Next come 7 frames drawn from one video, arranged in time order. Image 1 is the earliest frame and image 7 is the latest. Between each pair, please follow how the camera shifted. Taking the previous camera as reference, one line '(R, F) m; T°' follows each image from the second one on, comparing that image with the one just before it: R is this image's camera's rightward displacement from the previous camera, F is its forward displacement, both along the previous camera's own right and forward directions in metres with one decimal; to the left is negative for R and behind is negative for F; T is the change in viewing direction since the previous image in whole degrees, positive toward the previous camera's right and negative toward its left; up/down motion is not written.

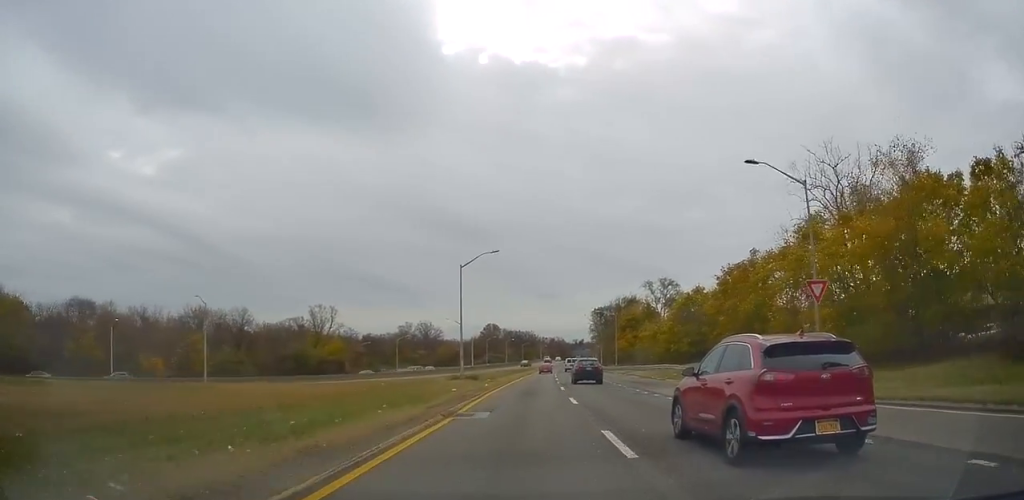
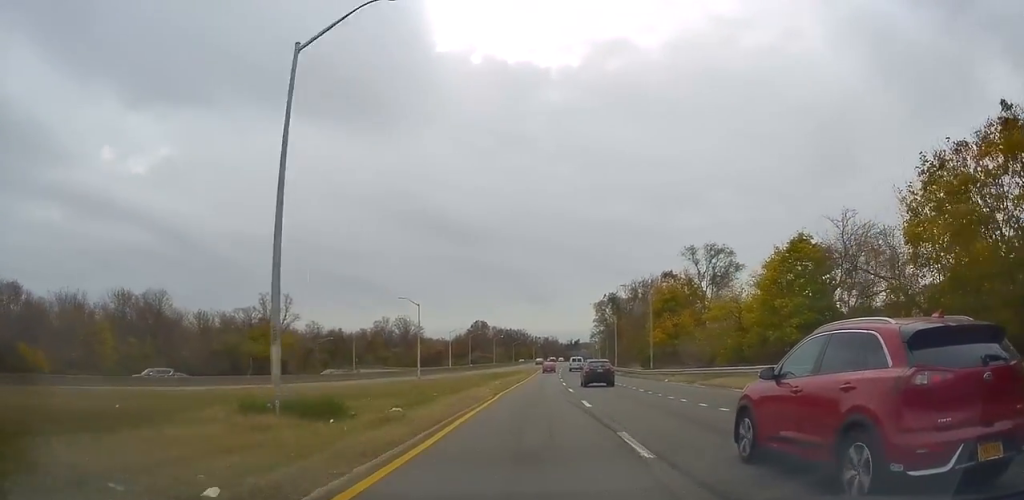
(+0.4, +30.1) m; +2°
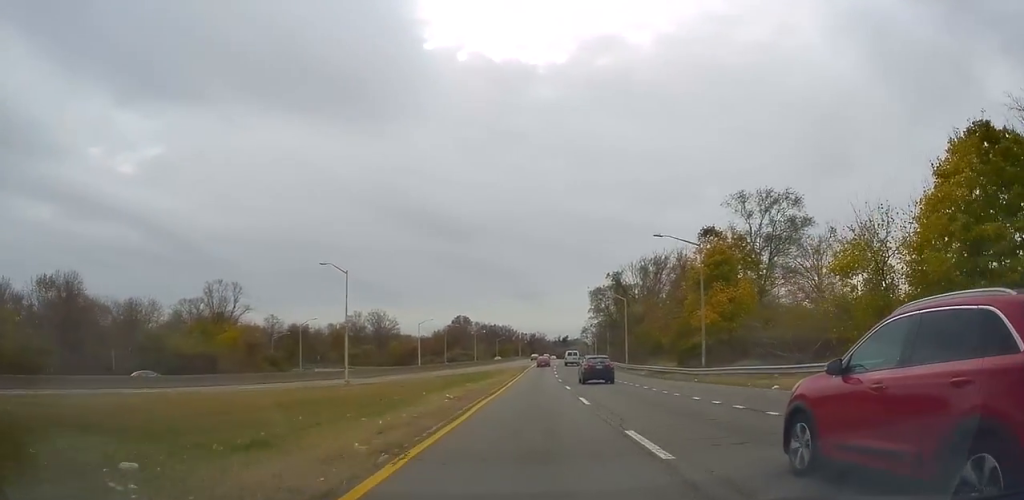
(+0.5, +21.5) m; +1°
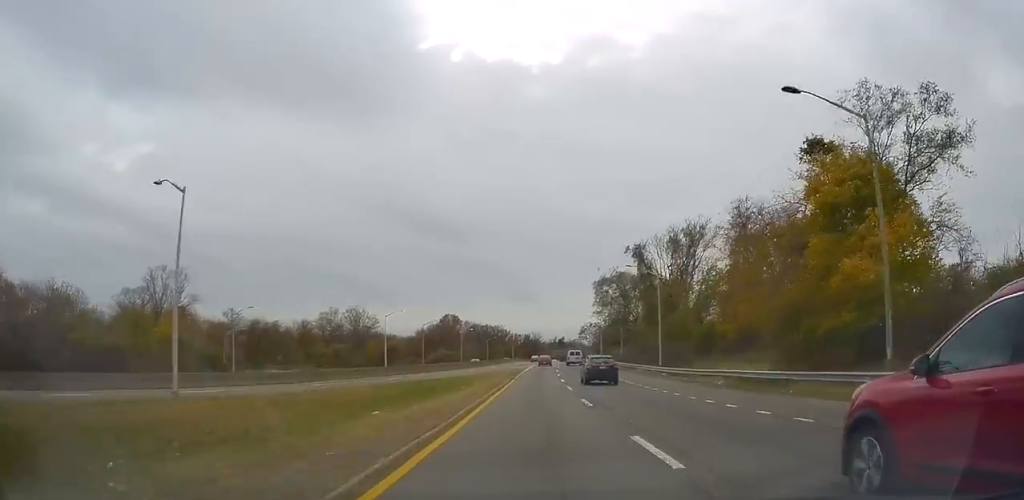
(-0.3, +21.2) m; 0°
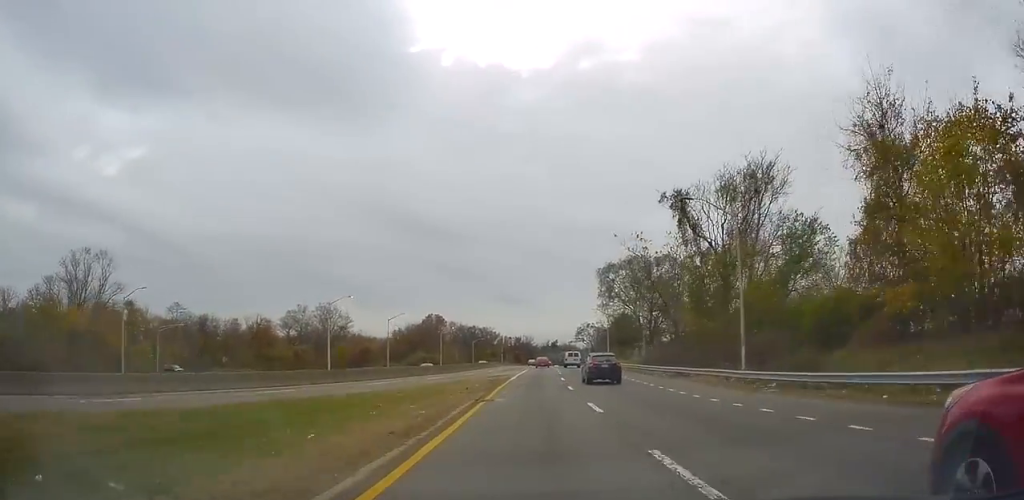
(+0.3, +21.5) m; +2°
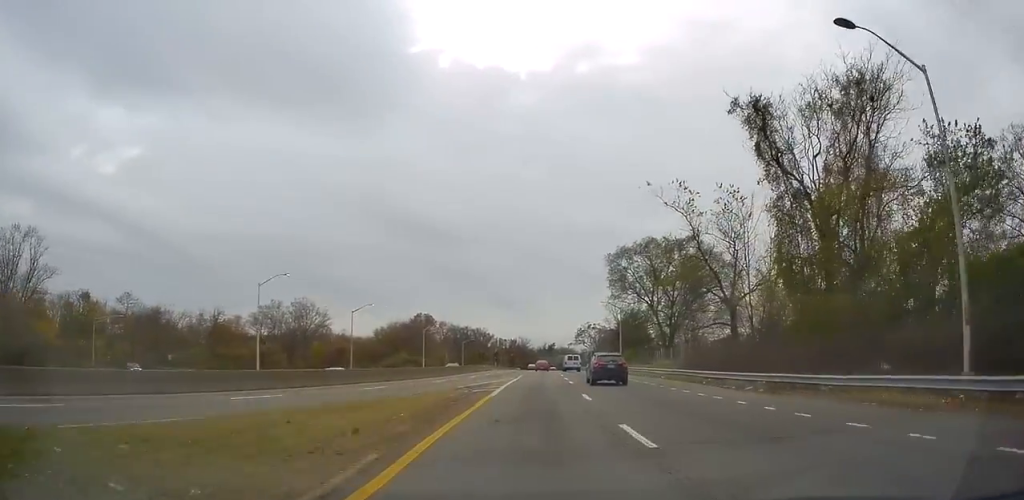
(+0.3, +16.8) m; +1°
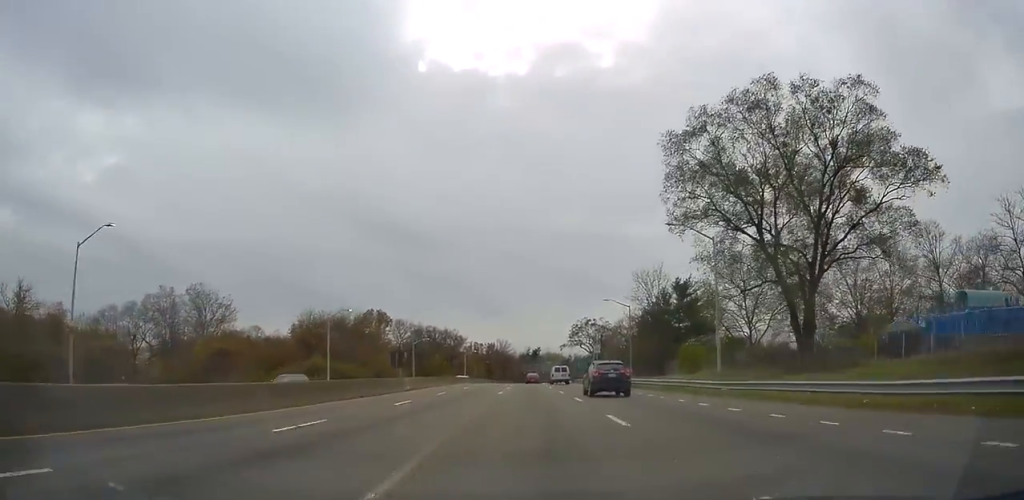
(+0.3, +47.2) m; +1°
